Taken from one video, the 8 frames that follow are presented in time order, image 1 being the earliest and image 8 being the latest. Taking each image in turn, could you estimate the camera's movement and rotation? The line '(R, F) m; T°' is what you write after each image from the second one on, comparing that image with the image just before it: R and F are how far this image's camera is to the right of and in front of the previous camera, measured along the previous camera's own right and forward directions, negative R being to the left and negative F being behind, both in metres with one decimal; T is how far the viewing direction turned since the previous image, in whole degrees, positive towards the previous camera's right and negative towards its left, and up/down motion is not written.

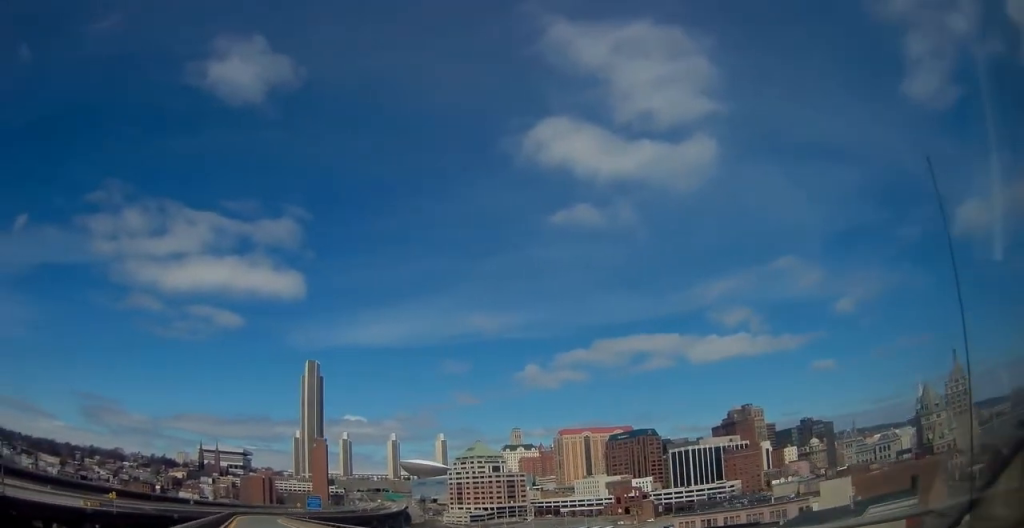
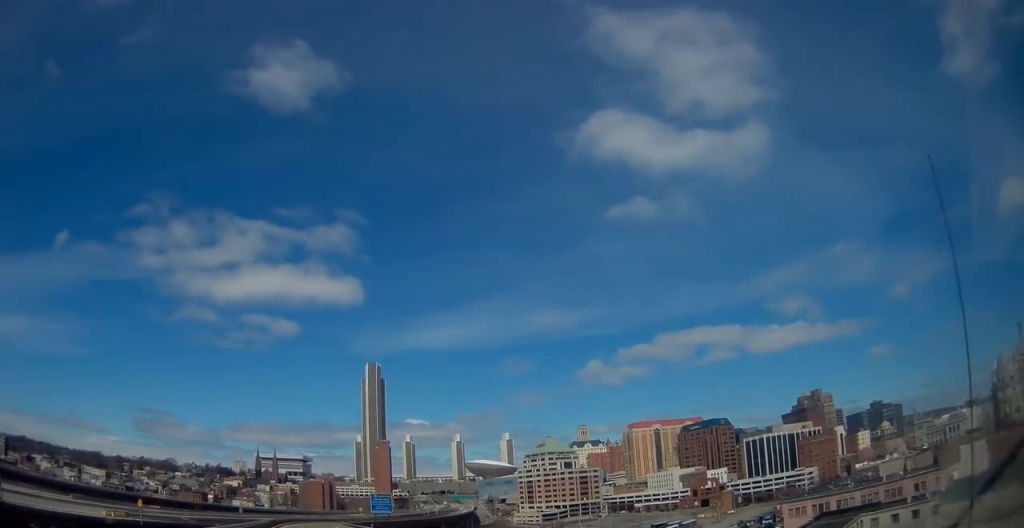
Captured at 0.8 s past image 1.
(-0.9, +17.1) m; -6°
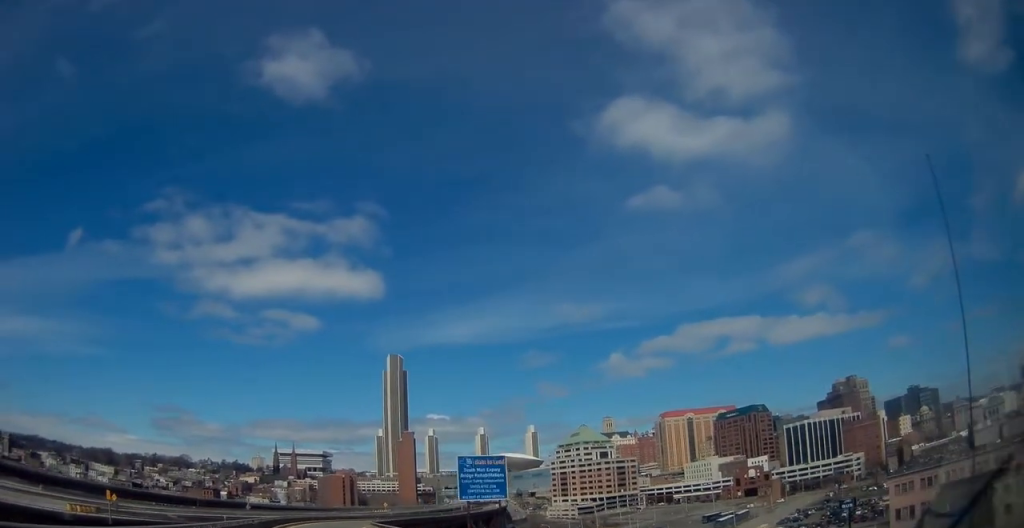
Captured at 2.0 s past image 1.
(-1.4, +24.0) m; -4°
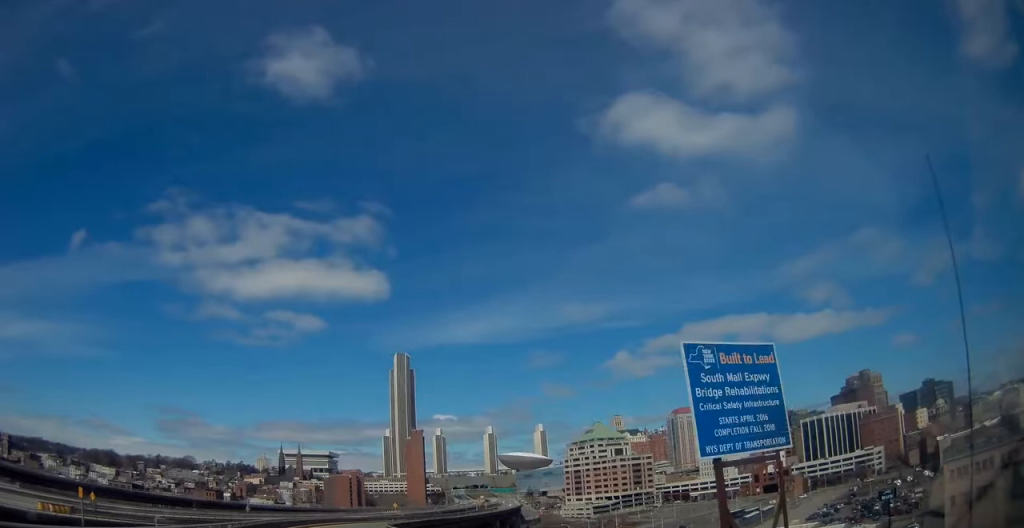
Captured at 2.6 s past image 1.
(-0.2, +11.7) m; -1°
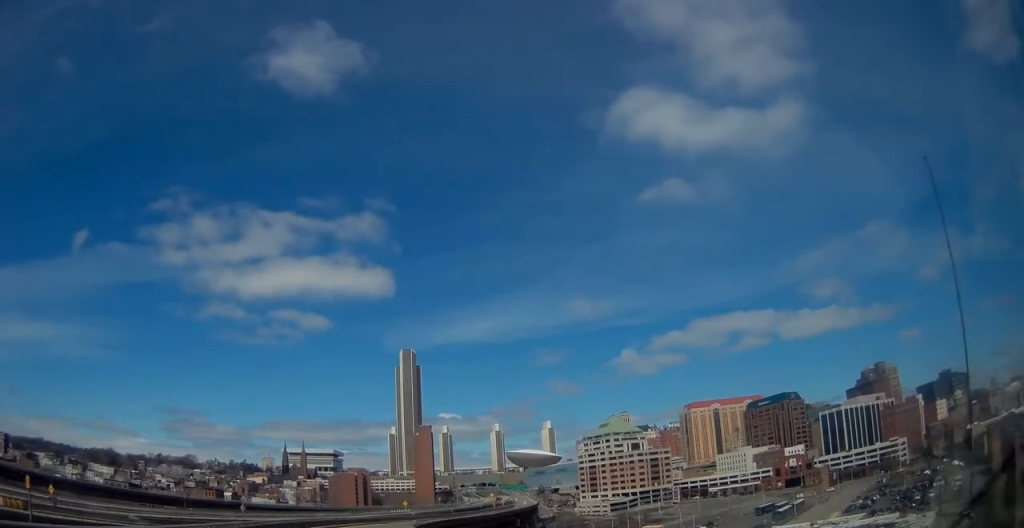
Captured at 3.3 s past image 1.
(0.0, +15.1) m; 0°
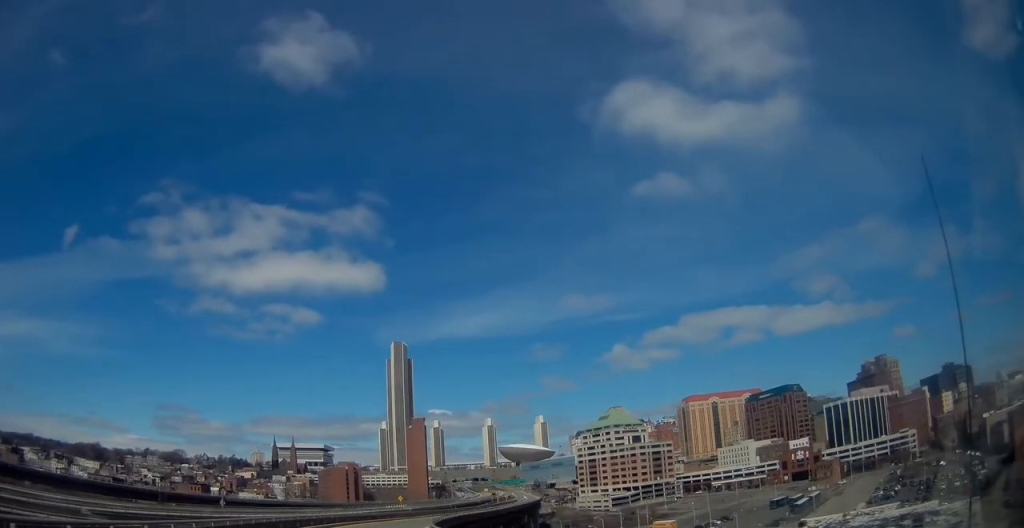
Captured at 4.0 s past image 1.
(0.0, +14.1) m; 0°
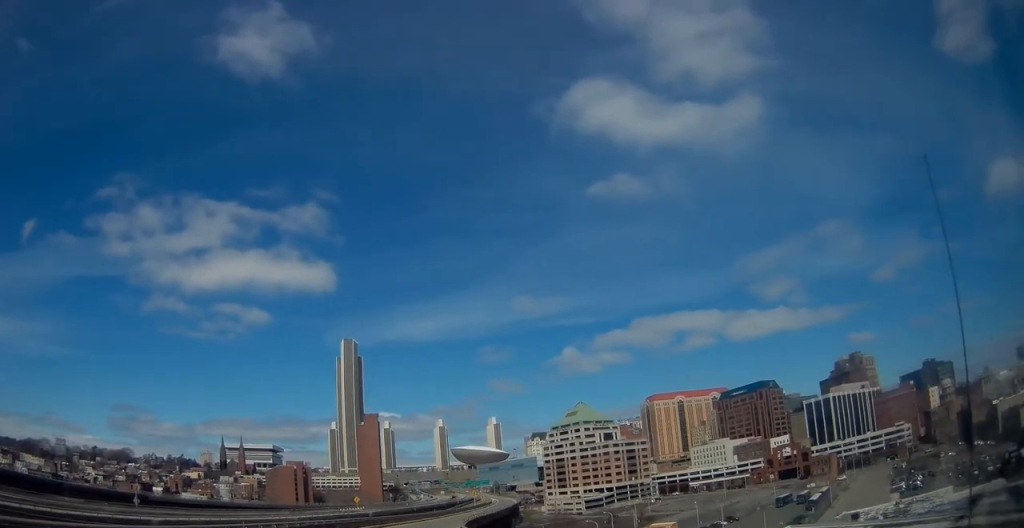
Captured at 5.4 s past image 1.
(+0.1, +28.5) m; +3°
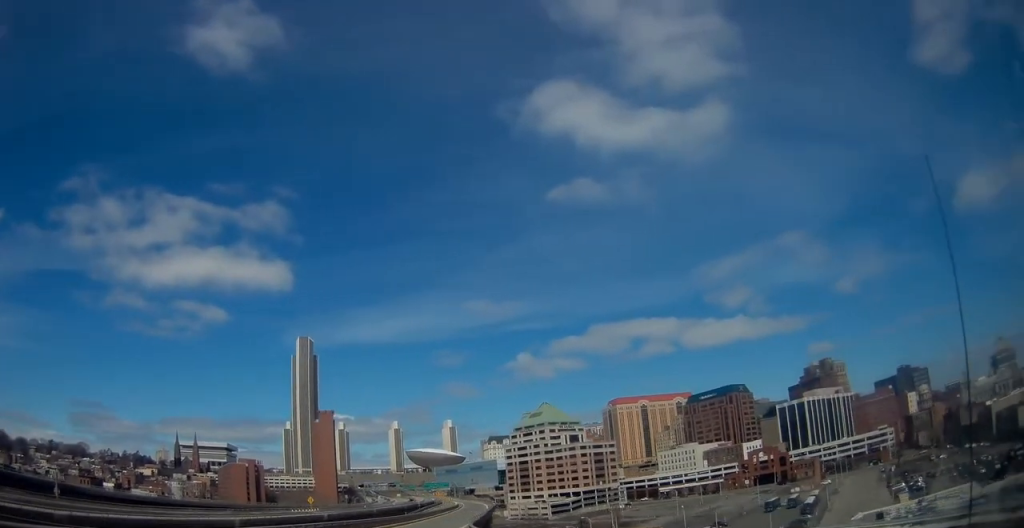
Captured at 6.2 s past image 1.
(+0.6, +15.9) m; +5°
